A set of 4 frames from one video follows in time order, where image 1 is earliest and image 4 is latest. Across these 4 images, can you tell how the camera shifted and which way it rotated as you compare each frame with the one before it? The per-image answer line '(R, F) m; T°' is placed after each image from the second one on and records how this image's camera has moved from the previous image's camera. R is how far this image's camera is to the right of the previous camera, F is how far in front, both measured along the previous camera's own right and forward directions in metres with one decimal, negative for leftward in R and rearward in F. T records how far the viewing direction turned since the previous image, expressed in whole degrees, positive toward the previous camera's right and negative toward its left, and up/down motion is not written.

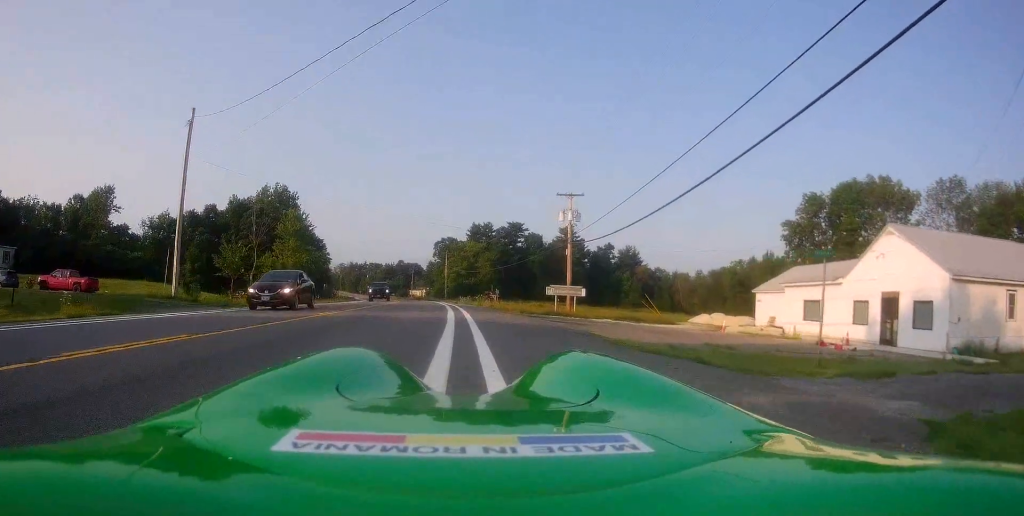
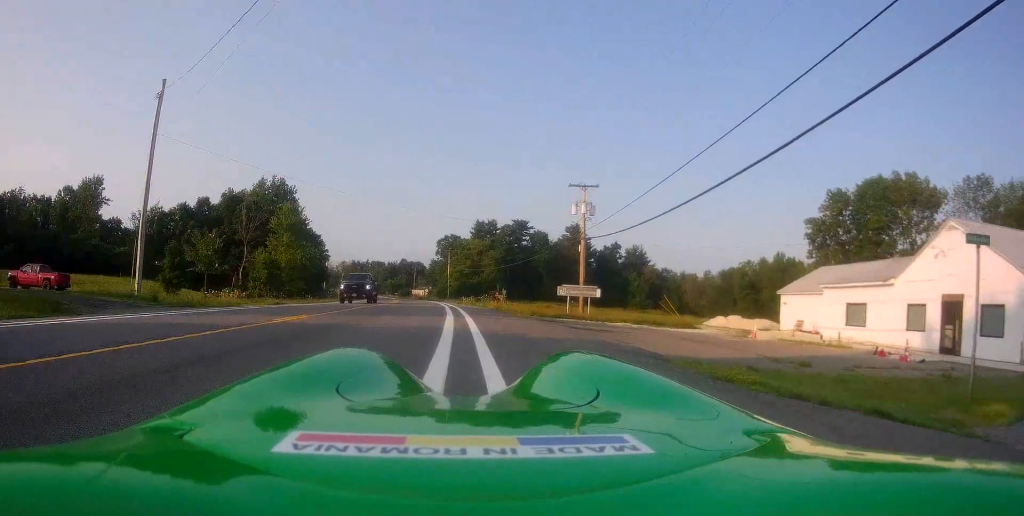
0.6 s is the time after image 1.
(0.0, +4.4) m; 0°
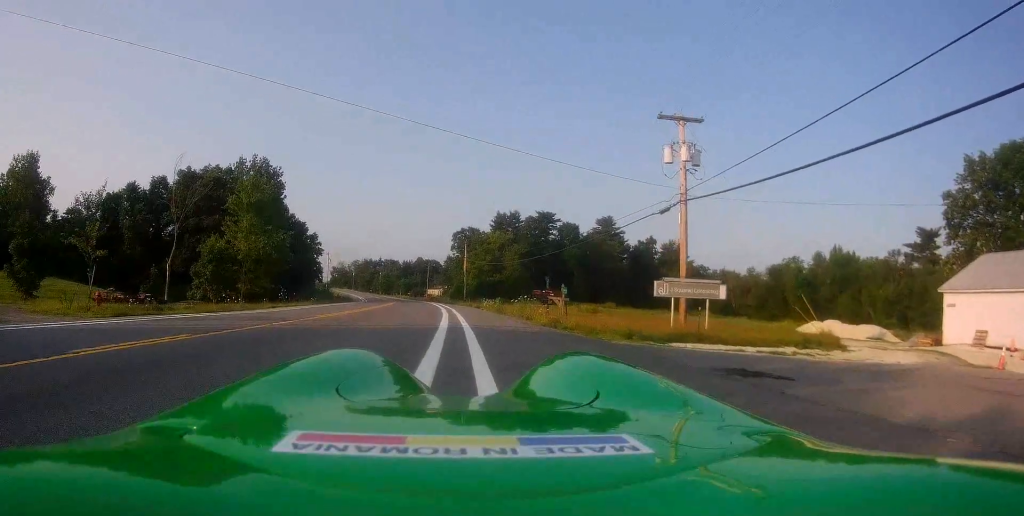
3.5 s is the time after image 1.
(0.0, +20.1) m; -1°
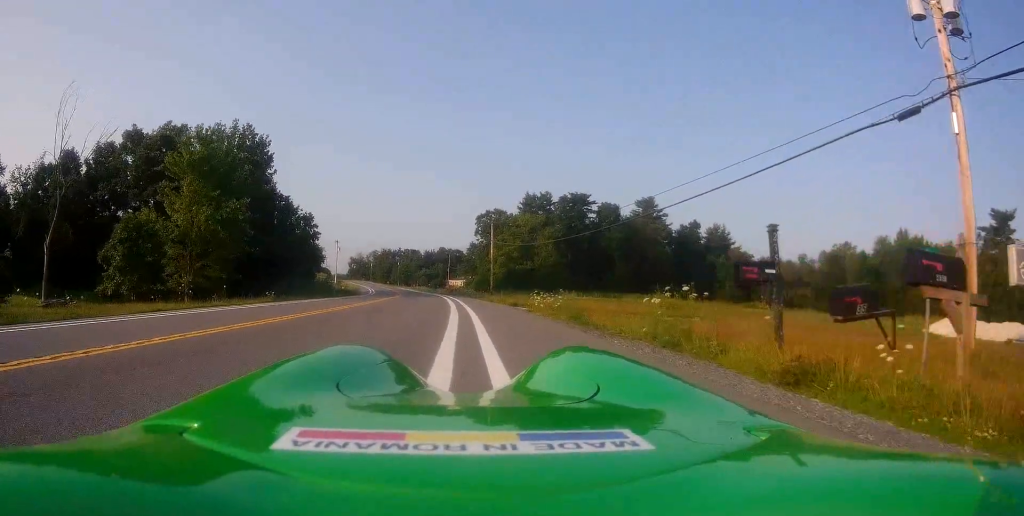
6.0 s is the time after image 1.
(-1.2, +17.3) m; -6°
